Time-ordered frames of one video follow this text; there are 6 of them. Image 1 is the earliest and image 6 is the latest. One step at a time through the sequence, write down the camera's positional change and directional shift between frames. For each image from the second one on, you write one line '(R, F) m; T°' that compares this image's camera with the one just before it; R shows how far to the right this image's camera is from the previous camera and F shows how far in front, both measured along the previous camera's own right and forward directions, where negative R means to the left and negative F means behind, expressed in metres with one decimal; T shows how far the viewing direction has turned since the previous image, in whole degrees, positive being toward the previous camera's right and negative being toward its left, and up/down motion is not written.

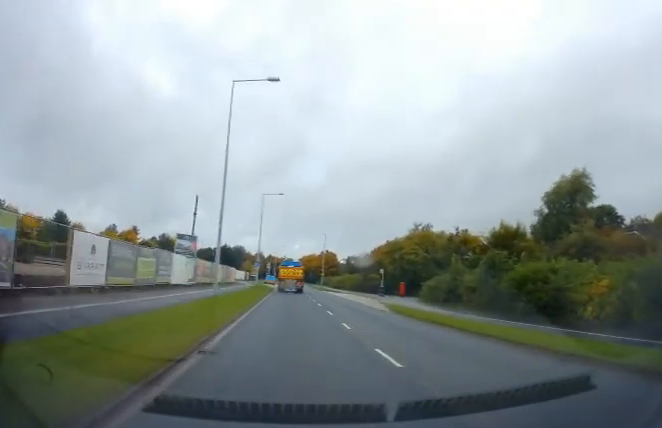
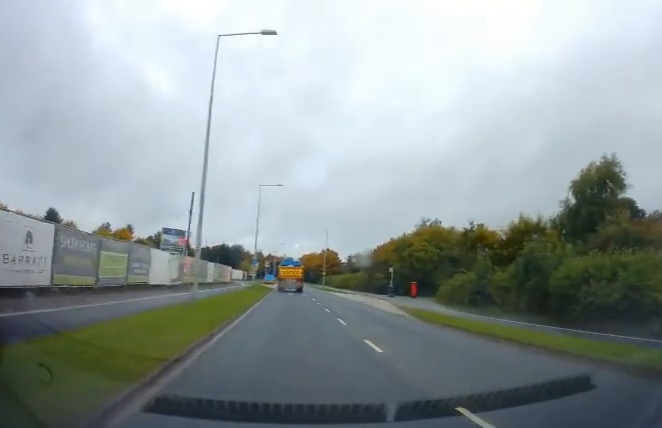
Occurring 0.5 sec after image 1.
(0.0, +4.6) m; 0°
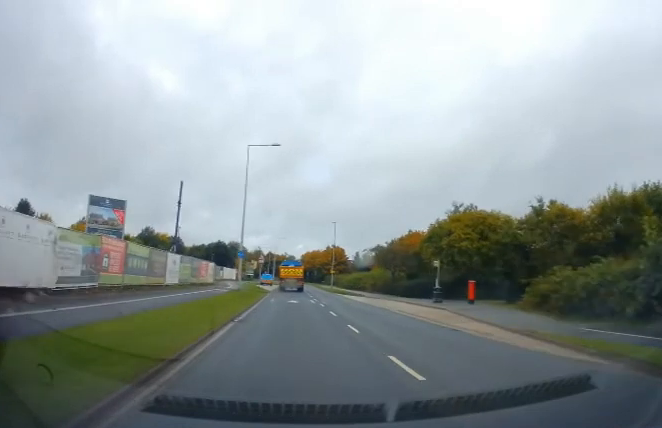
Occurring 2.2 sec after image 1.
(0.0, +14.2) m; -1°
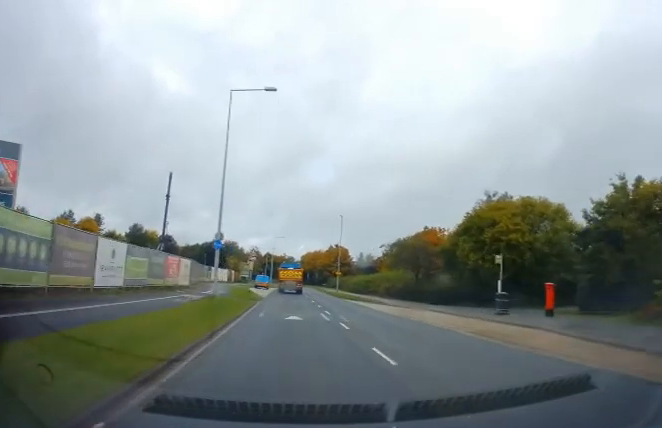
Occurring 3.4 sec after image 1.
(-0.2, +10.2) m; -3°
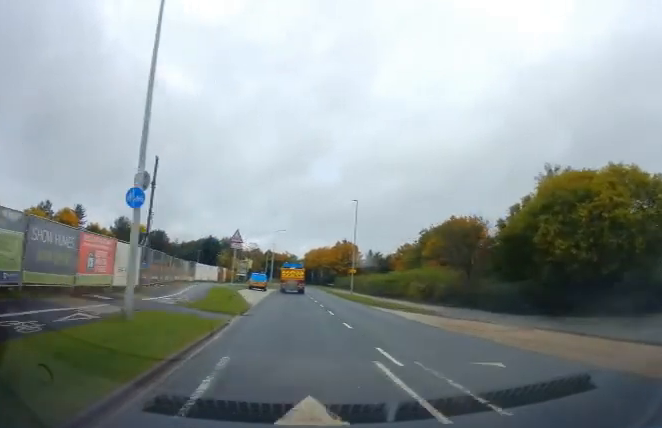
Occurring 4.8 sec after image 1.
(-0.3, +12.1) m; +1°
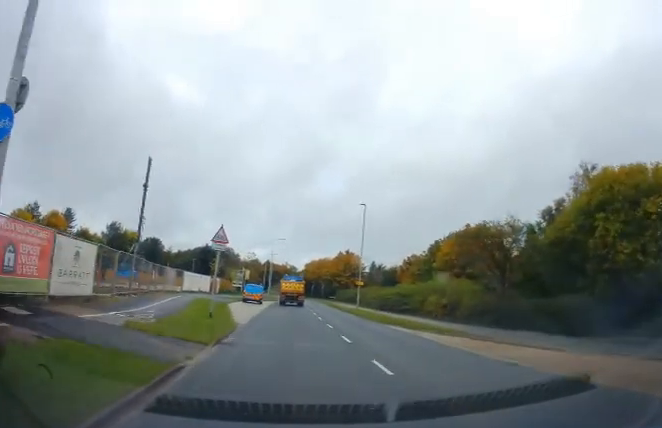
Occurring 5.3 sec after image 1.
(+0.1, +5.2) m; +3°
